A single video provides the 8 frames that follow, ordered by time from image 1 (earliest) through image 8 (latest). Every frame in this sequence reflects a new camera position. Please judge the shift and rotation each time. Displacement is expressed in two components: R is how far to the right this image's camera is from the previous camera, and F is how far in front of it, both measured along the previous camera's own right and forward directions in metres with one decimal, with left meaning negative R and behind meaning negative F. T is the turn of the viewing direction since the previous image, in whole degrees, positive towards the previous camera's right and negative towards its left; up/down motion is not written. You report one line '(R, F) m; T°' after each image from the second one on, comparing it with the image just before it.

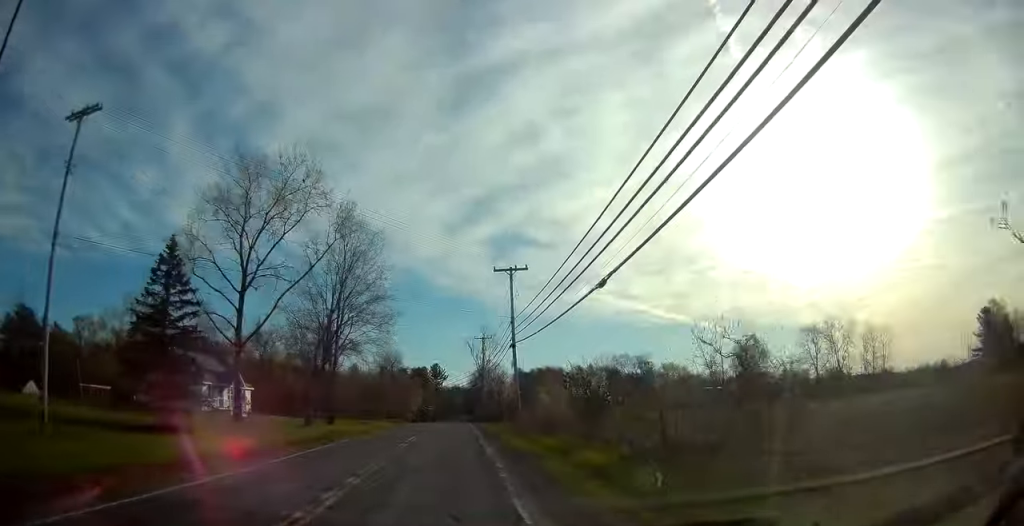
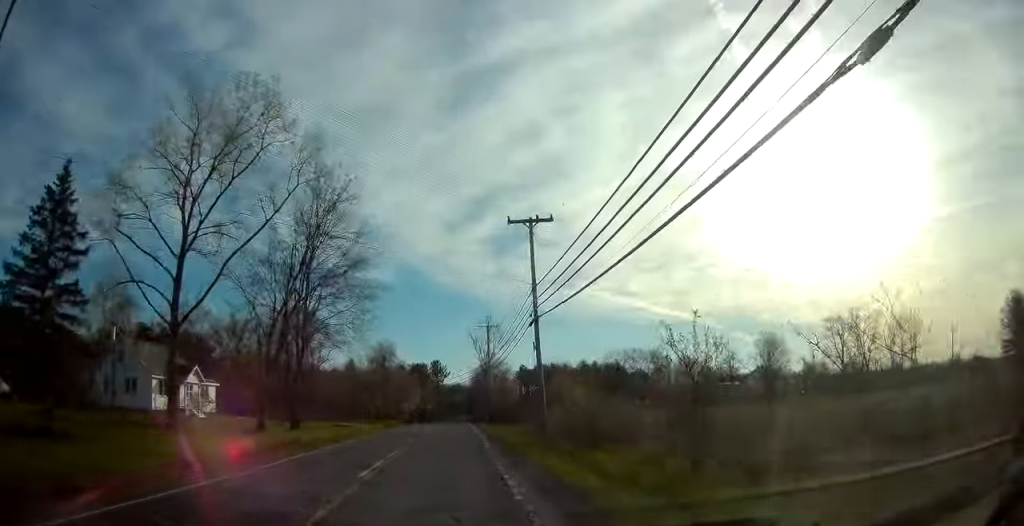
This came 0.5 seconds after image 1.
(0.0, +10.9) m; +1°
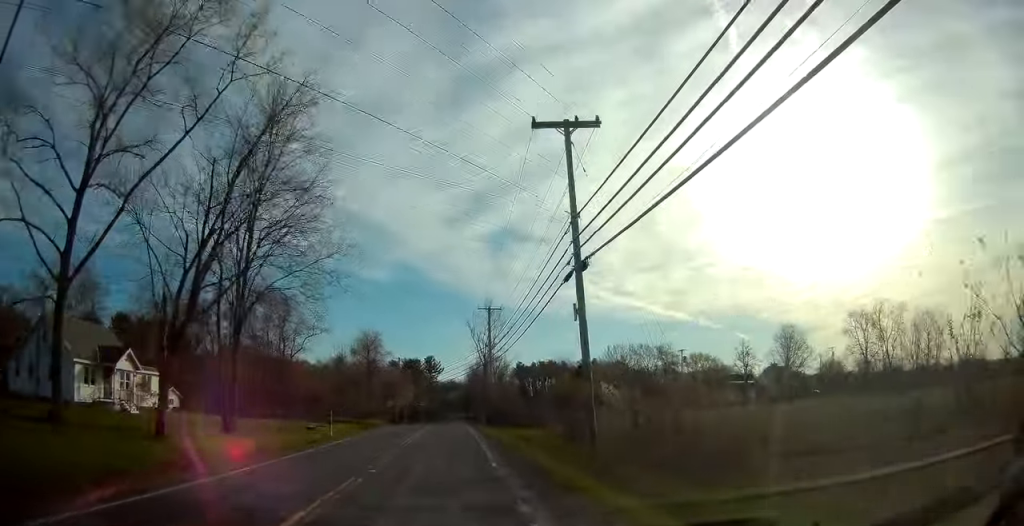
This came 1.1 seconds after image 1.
(+0.3, +11.0) m; +1°
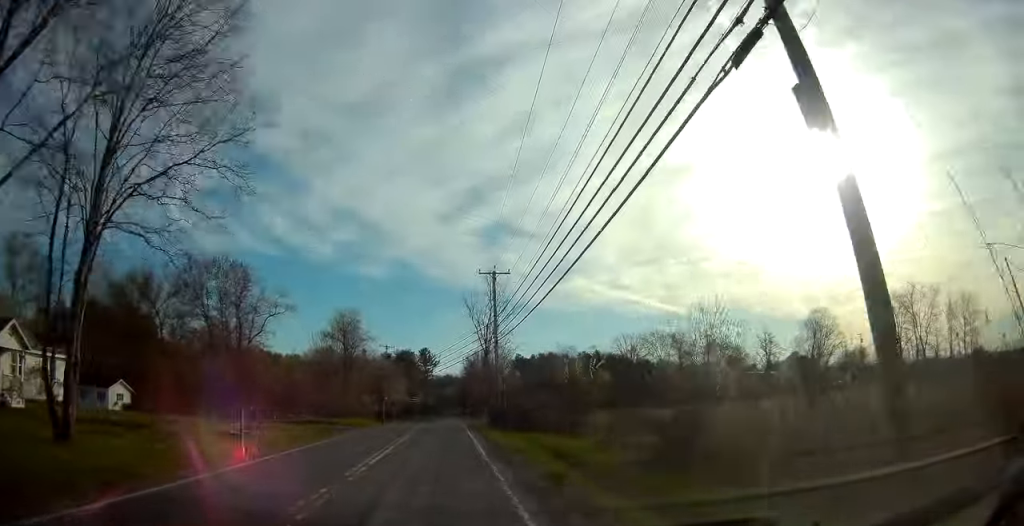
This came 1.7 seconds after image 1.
(0.0, +13.2) m; 0°
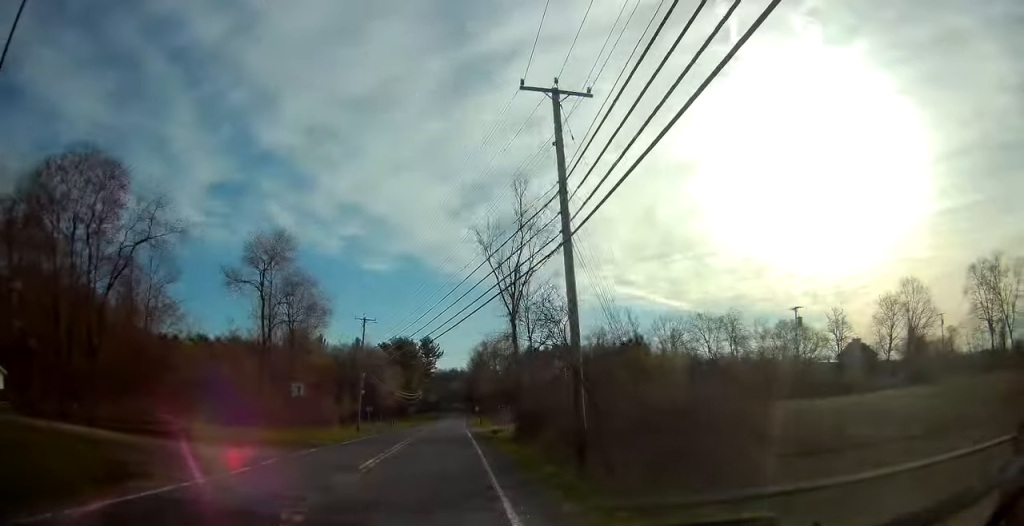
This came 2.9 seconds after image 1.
(-0.2, +26.1) m; -1°
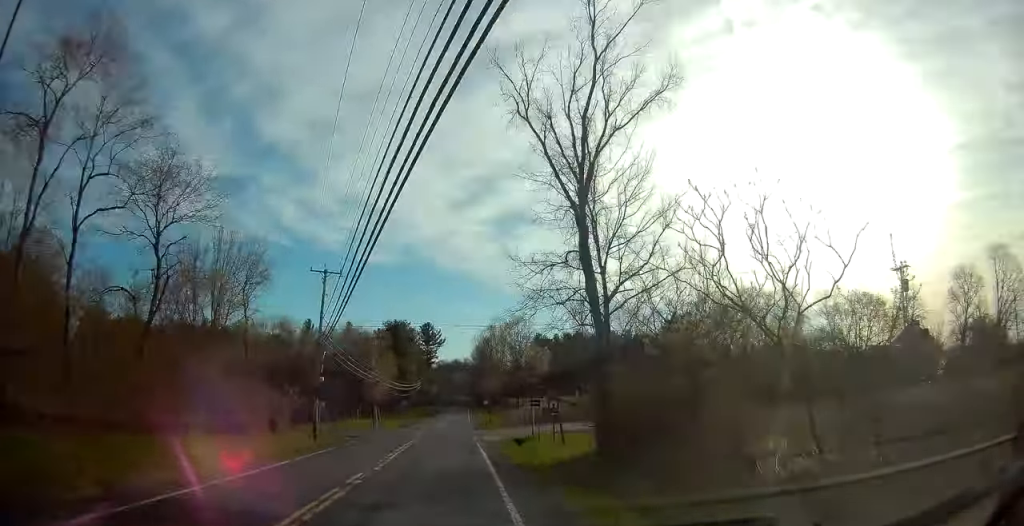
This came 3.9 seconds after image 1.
(0.0, +20.6) m; 0°
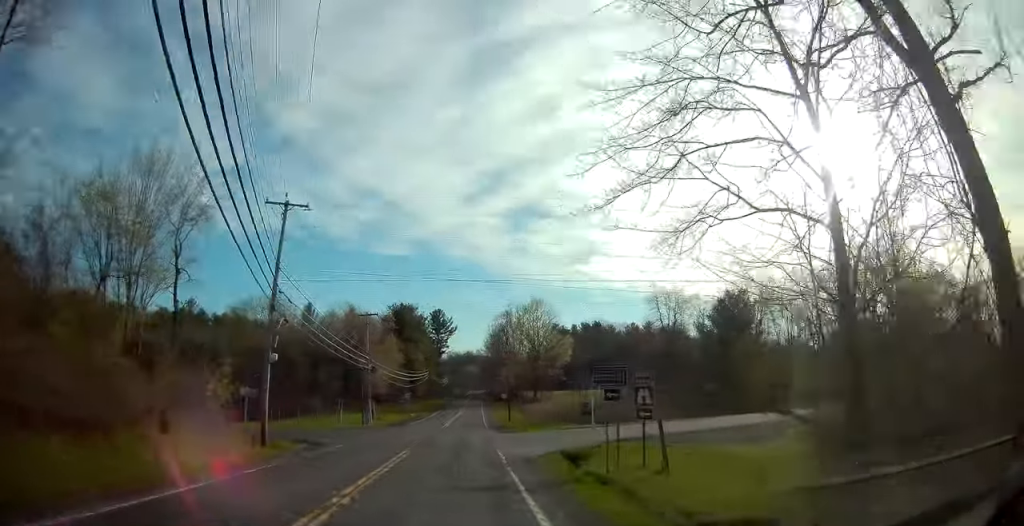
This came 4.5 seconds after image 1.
(0.0, +13.5) m; 0°
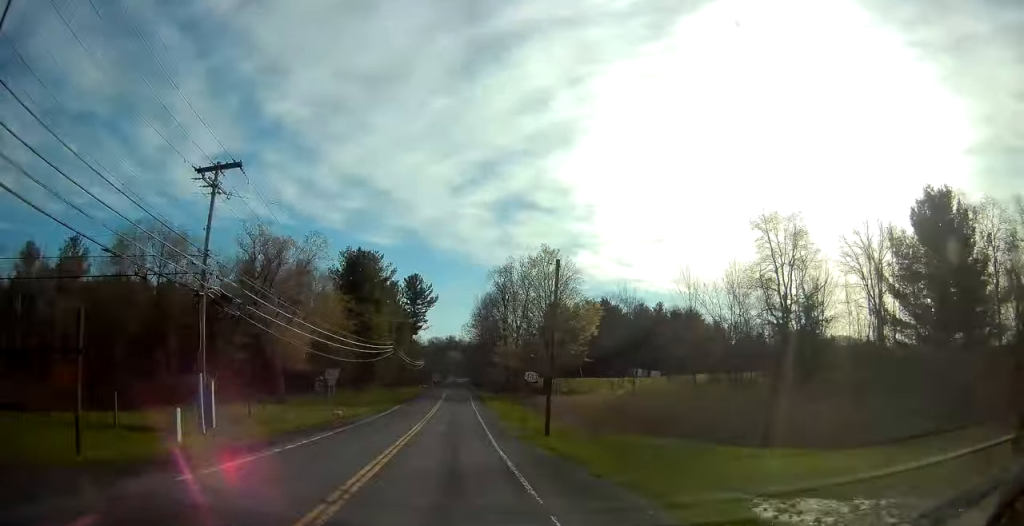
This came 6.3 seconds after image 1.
(+0.3, +37.7) m; 0°
